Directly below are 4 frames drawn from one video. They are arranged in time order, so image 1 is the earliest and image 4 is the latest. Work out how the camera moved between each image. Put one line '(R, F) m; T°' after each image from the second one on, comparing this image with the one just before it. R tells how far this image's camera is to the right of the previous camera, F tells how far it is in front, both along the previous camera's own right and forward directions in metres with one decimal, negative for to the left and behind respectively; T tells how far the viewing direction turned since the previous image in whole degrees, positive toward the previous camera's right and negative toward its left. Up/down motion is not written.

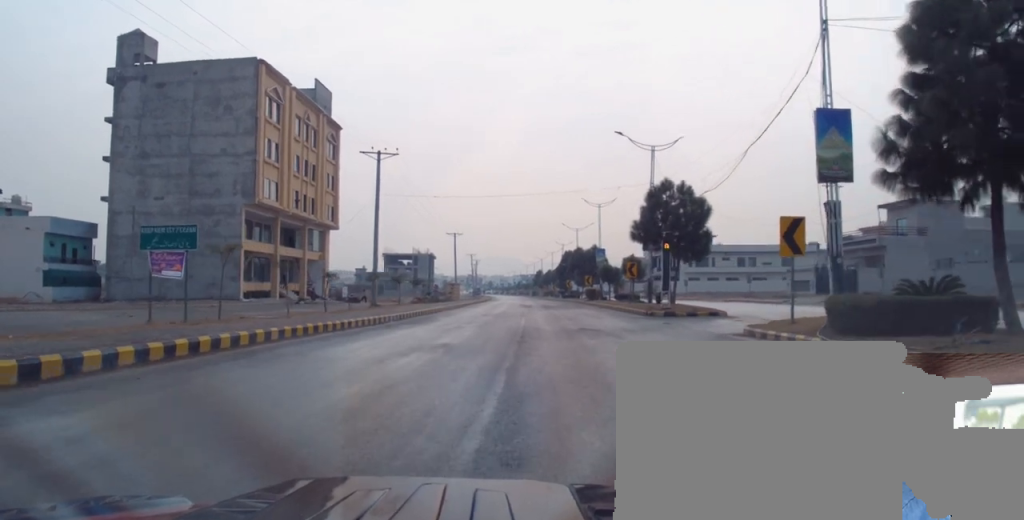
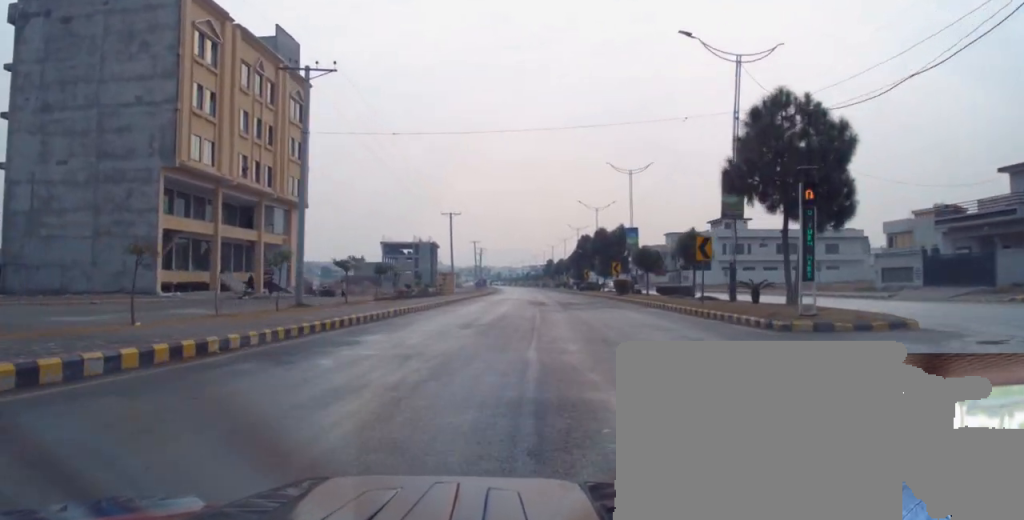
(-0.9, +16.5) m; -5°
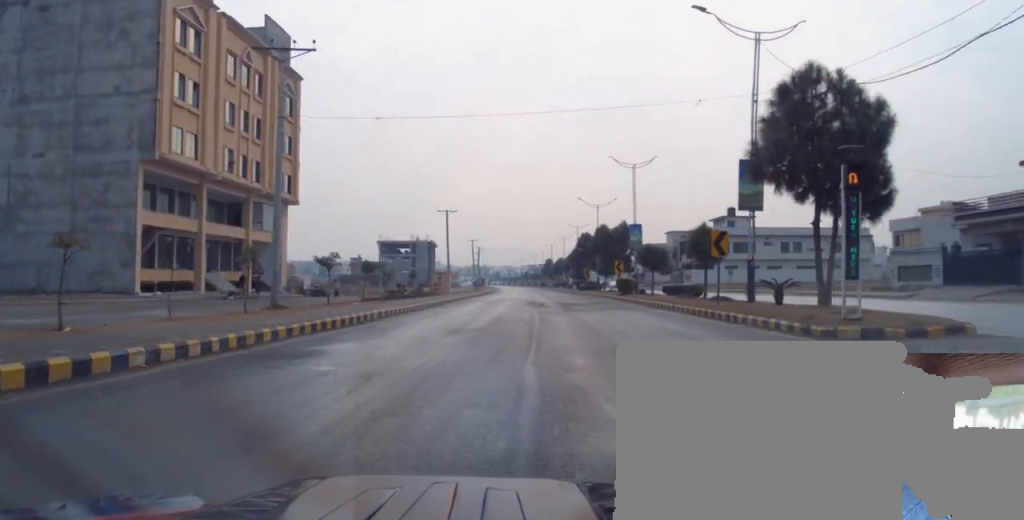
(0.0, +2.6) m; 0°
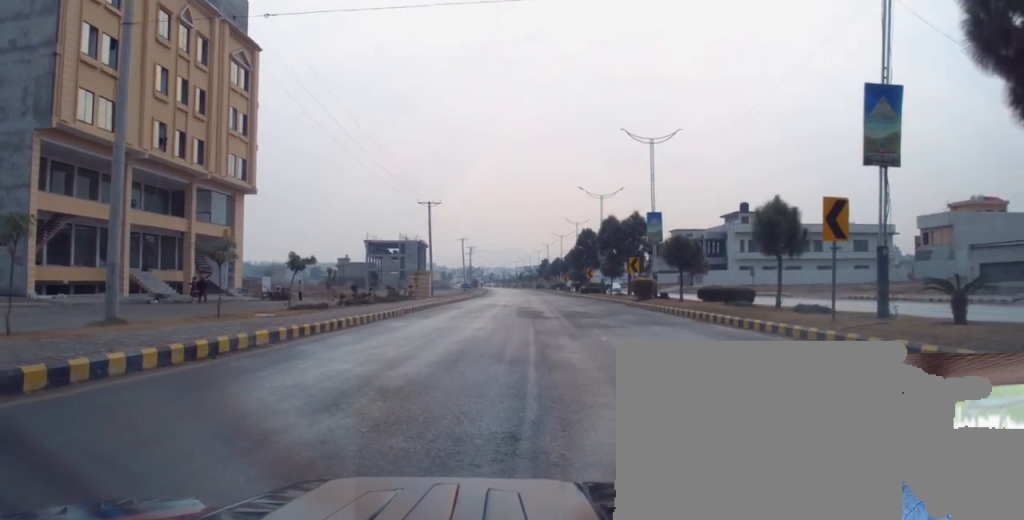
(0.0, +10.5) m; +2°
